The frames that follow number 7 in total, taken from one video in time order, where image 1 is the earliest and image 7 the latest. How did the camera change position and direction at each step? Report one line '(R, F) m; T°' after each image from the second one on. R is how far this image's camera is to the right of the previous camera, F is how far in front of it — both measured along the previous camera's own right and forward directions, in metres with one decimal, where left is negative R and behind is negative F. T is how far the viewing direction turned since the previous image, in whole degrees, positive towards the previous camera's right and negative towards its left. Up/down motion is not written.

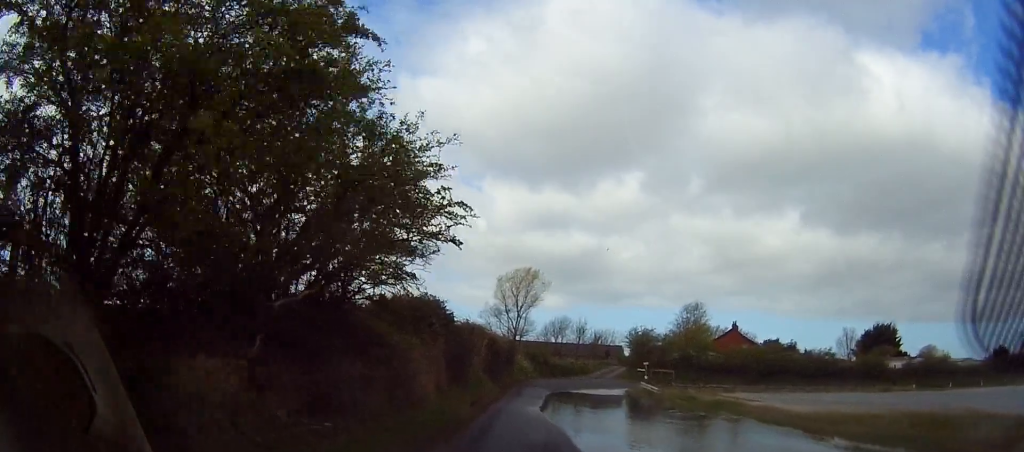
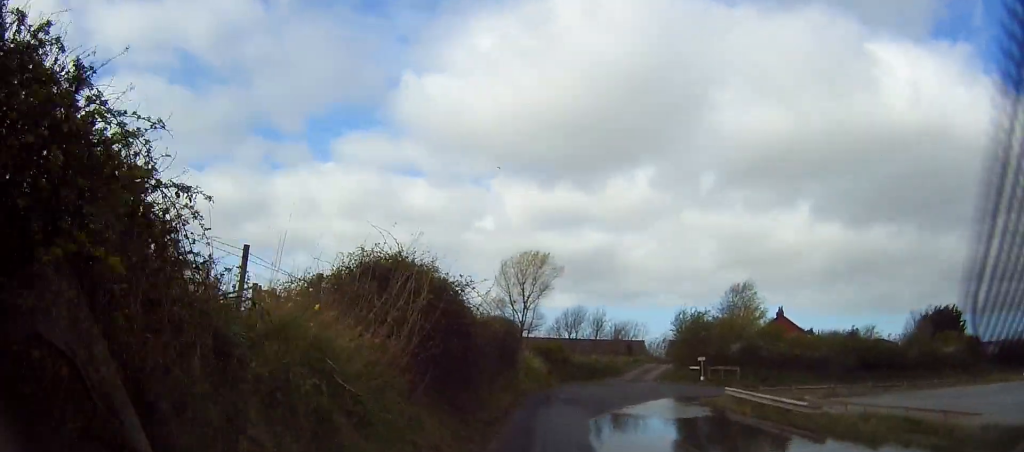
(-0.2, +17.9) m; 0°
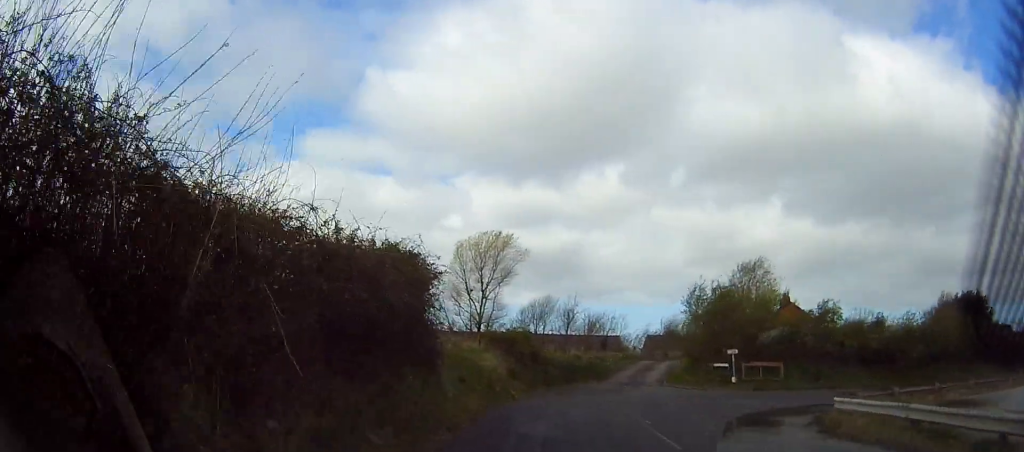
(+0.5, +14.7) m; +2°
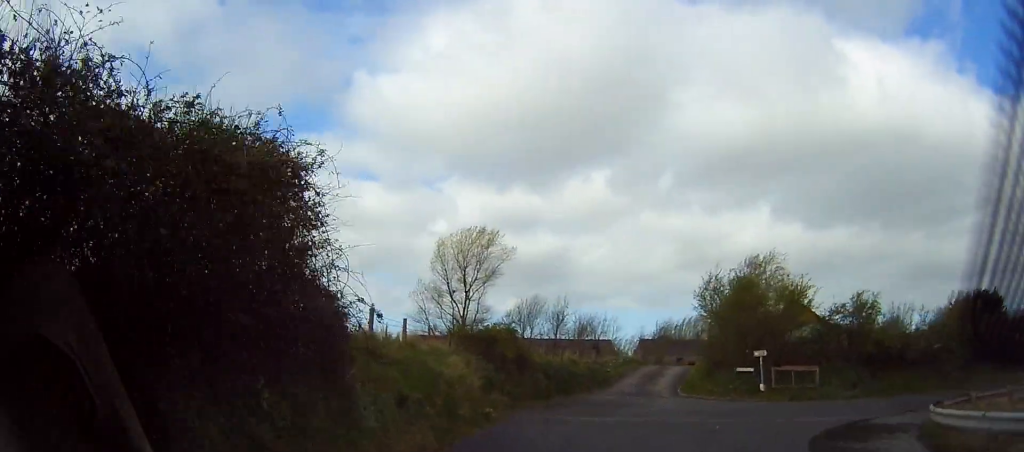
(-0.1, +5.6) m; +8°
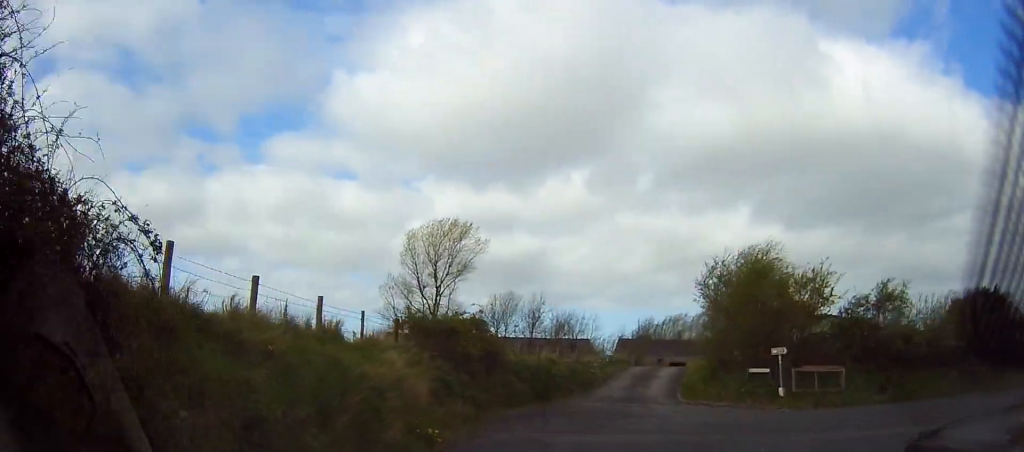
(+0.4, +4.6) m; +9°
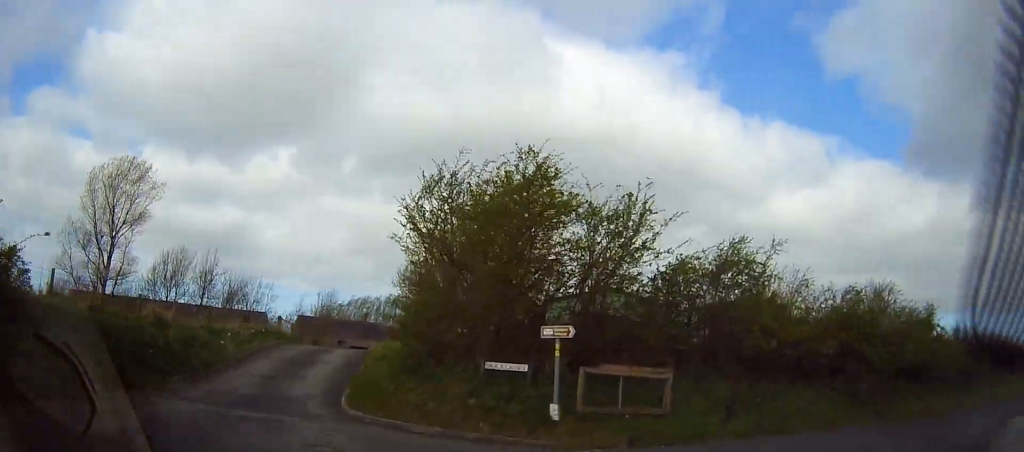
(+2.5, +11.4) m; +32°
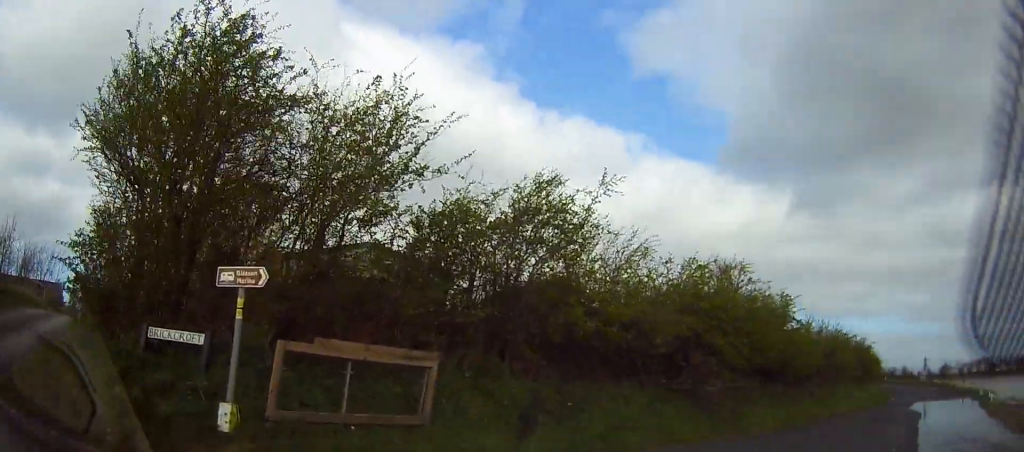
(+1.3, +5.1) m; +16°
